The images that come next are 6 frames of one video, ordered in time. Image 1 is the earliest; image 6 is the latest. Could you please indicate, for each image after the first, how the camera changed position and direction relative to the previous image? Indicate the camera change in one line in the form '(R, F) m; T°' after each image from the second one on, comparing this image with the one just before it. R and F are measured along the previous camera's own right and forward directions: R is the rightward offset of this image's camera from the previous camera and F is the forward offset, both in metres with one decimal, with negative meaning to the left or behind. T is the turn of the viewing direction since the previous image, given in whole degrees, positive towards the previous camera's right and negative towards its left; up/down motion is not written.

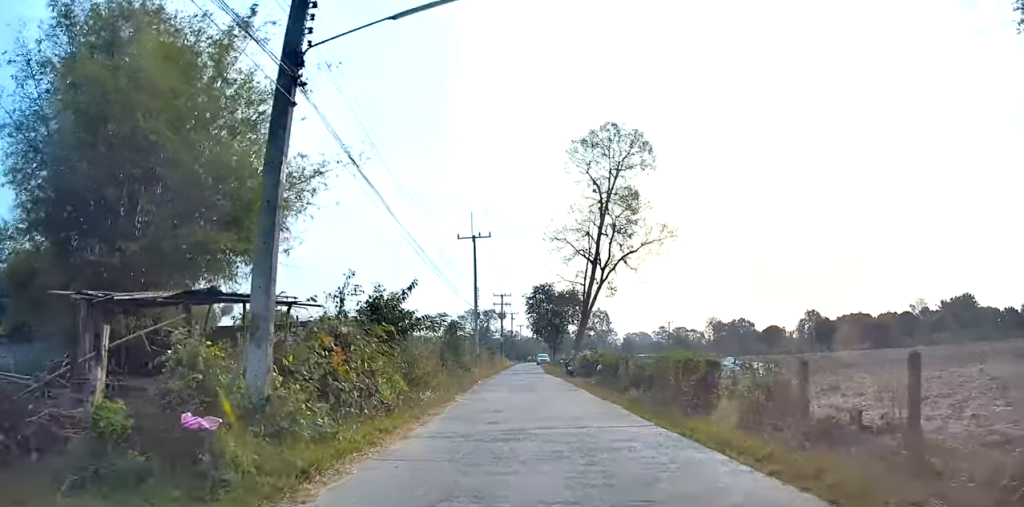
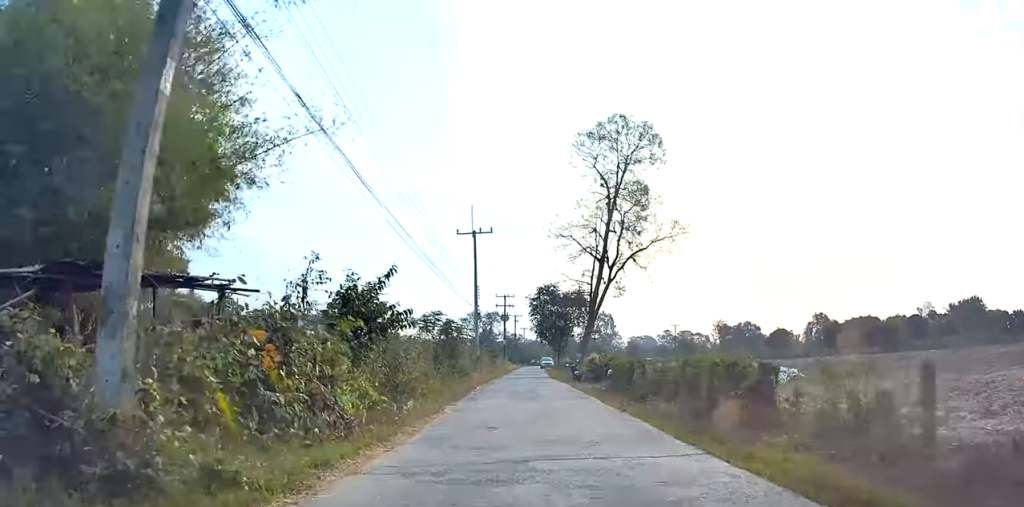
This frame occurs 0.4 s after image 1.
(0.0, +2.9) m; 0°
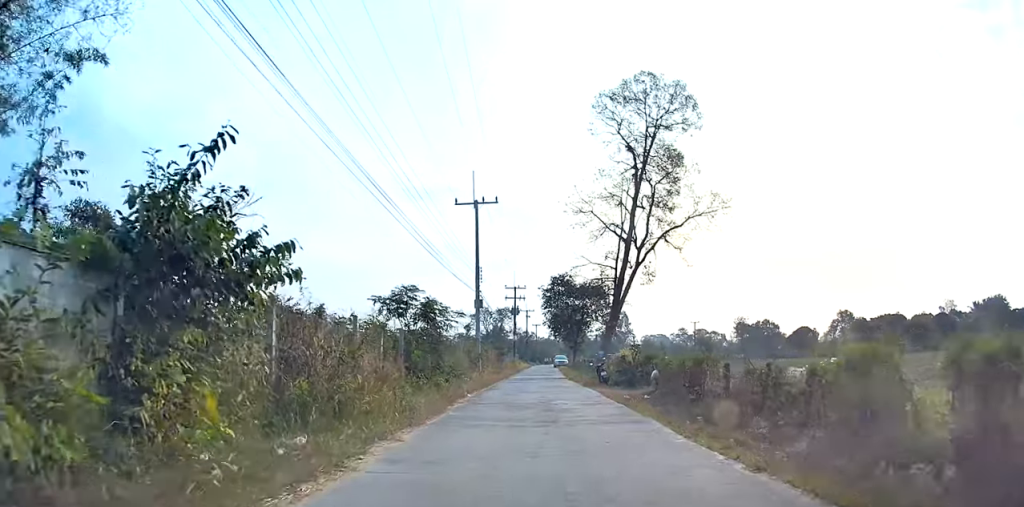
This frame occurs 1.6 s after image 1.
(0.0, +7.9) m; 0°
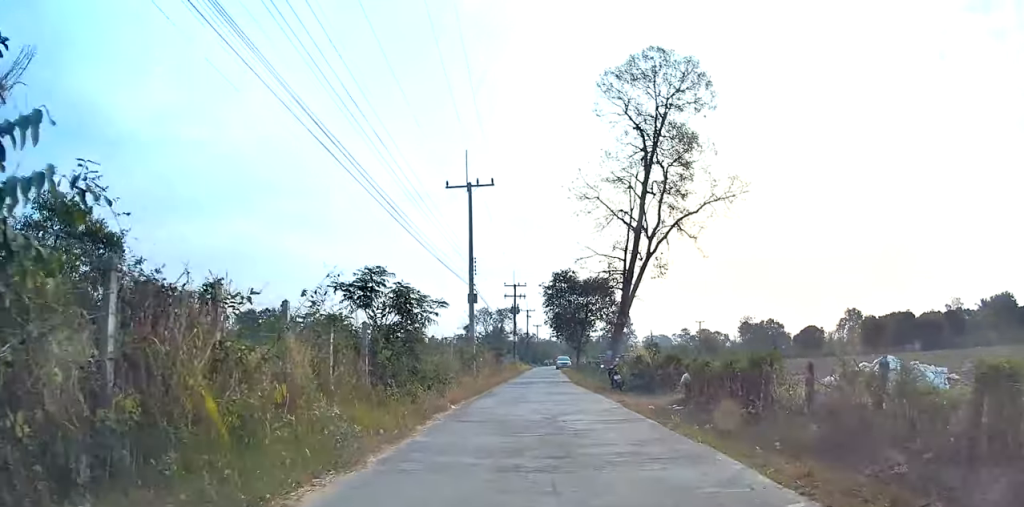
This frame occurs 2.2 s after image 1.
(0.0, +4.3) m; 0°
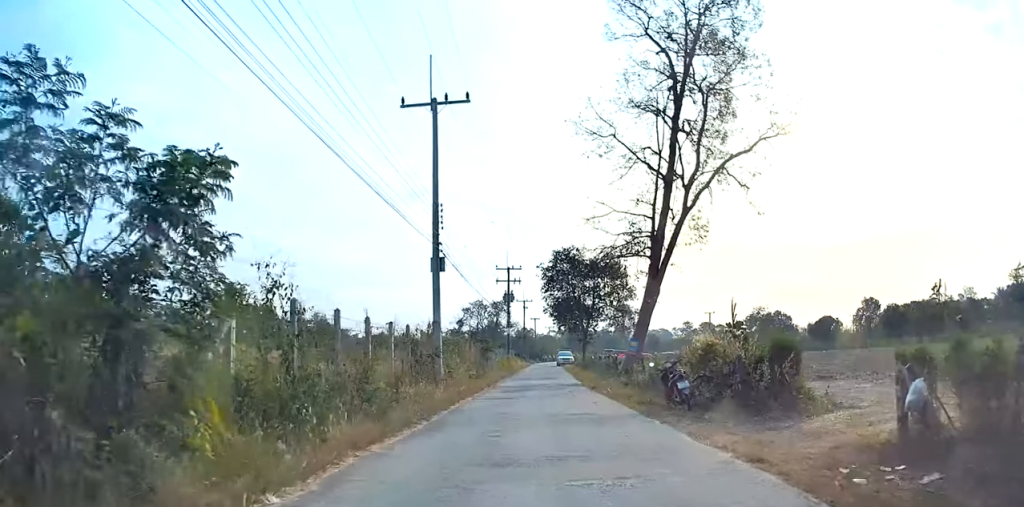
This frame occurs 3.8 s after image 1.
(+0.1, +10.8) m; +1°
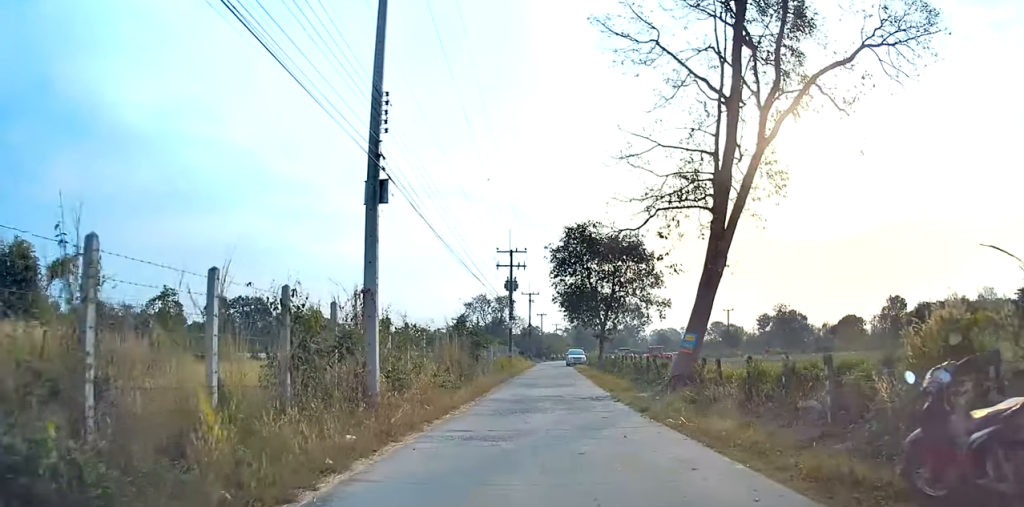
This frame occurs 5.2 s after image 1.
(0.0, +10.1) m; -2°
